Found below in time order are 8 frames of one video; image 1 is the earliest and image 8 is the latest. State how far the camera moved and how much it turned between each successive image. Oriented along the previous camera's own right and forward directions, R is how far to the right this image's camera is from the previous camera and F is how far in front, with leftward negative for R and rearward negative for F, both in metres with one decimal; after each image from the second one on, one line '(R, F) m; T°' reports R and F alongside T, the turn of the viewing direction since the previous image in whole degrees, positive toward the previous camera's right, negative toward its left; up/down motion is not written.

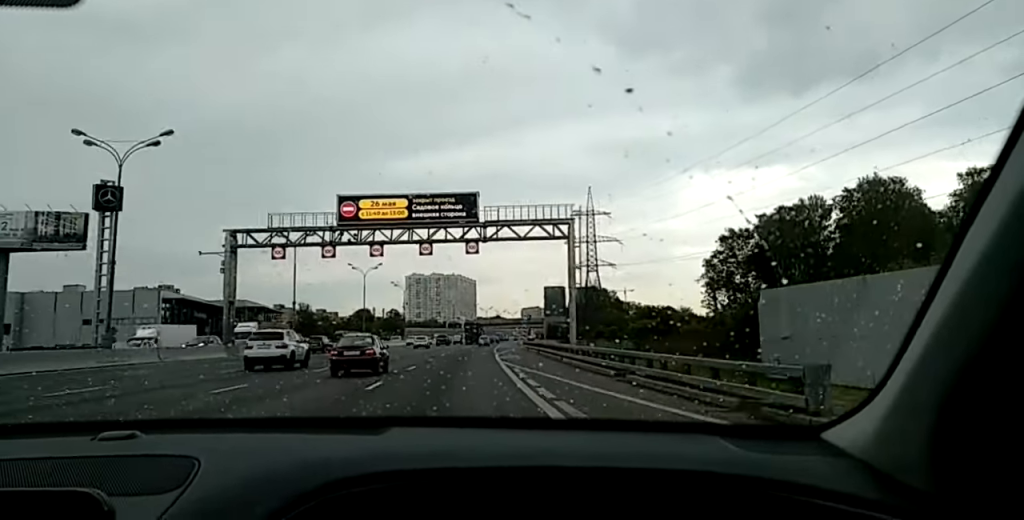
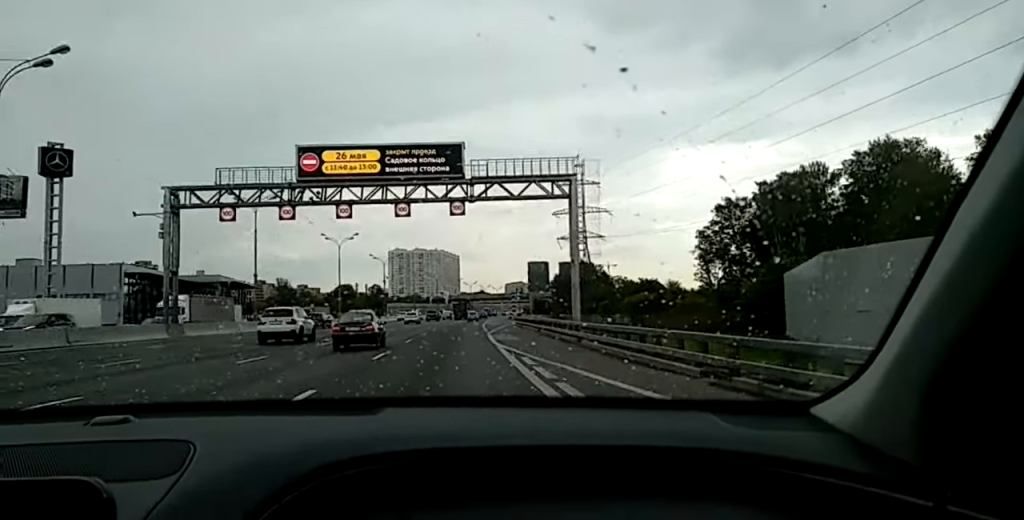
(0.0, +9.2) m; 0°
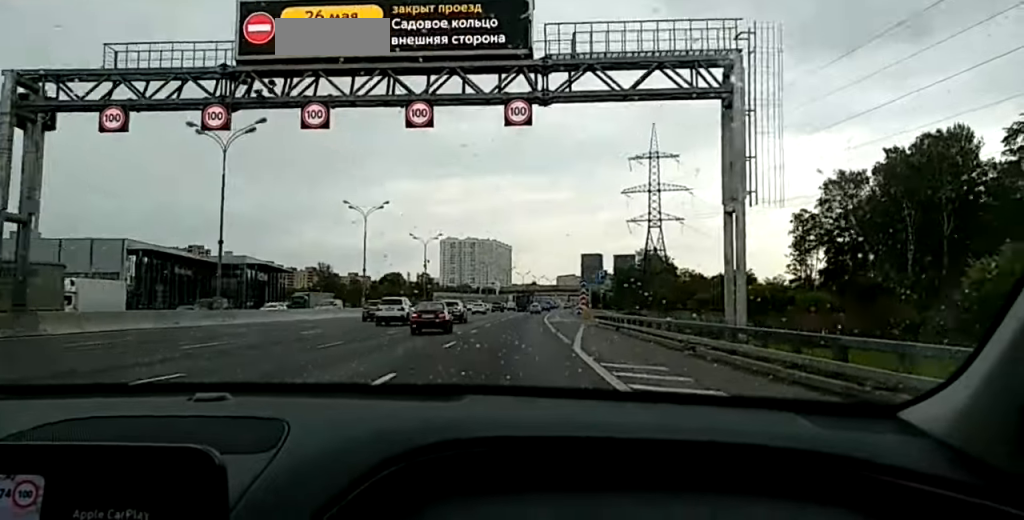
(0.0, +23.6) m; +1°
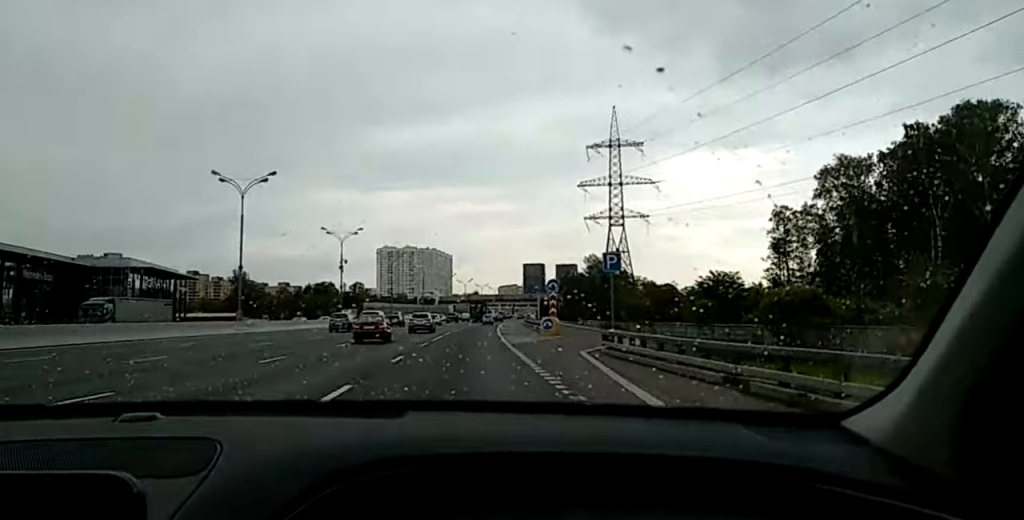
(+0.7, +23.9) m; +3°
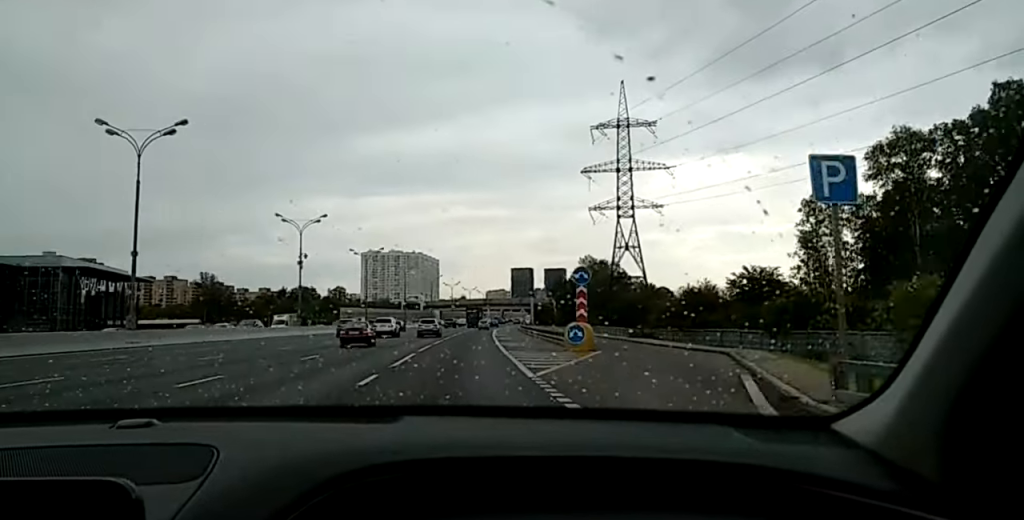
(+0.5, +18.0) m; 0°
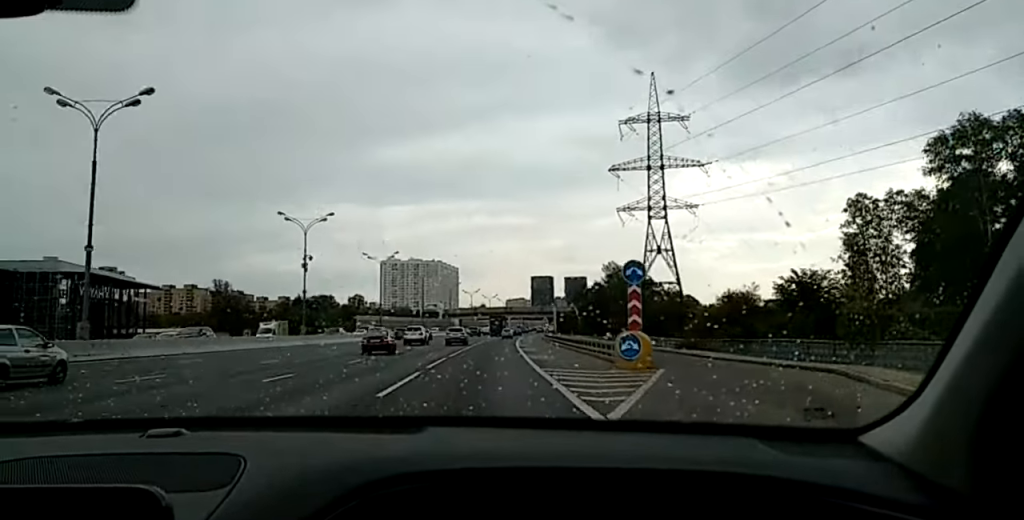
(-0.2, +8.7) m; 0°
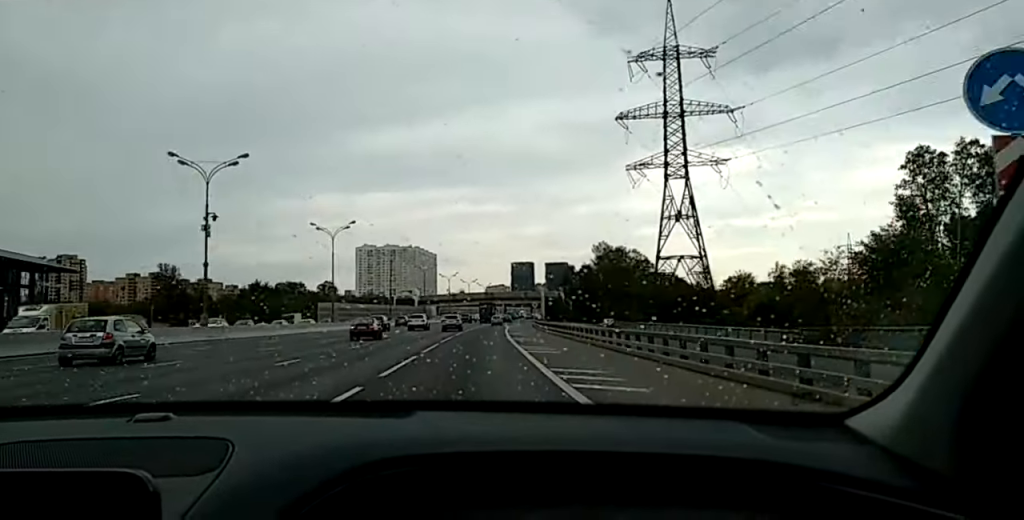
(-0.2, +21.7) m; 0°
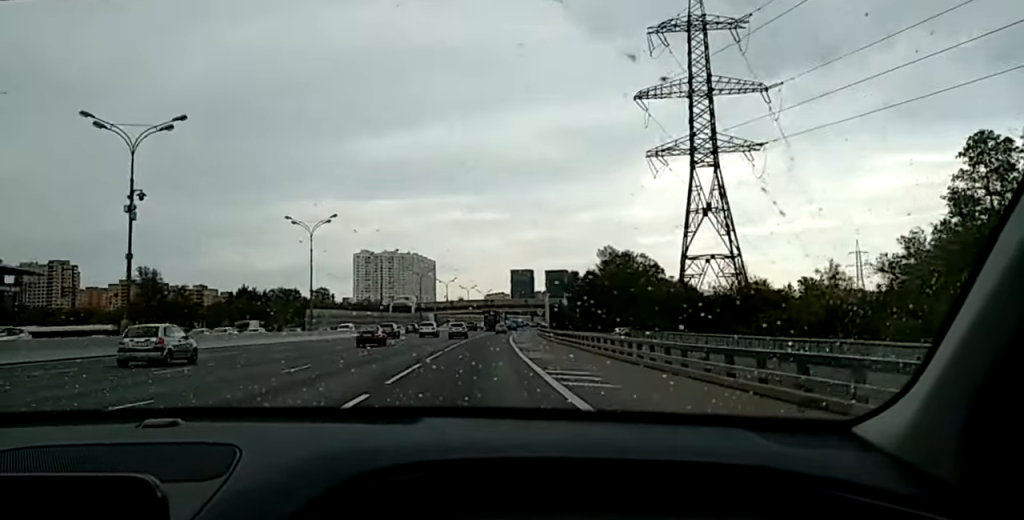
(+0.1, +12.2) m; 0°
